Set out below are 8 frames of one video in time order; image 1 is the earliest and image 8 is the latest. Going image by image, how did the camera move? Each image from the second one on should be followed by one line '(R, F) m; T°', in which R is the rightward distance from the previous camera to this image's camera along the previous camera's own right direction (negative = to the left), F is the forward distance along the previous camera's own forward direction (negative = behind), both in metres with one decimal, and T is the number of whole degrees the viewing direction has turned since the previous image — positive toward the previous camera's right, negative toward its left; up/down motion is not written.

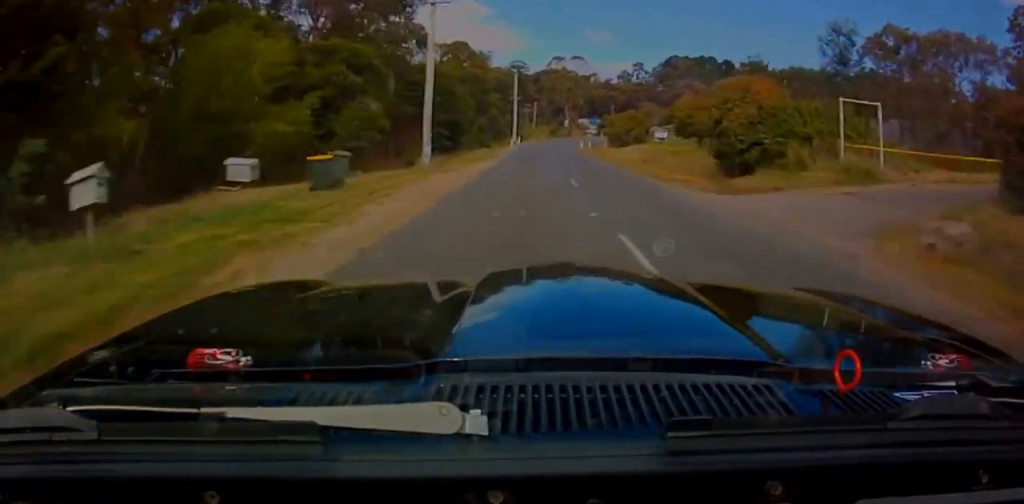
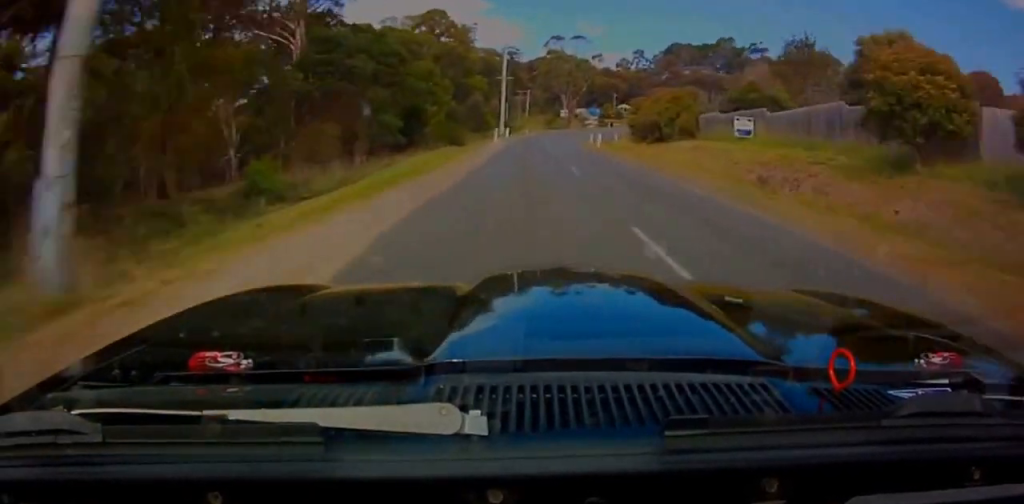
(-0.1, +22.0) m; 0°
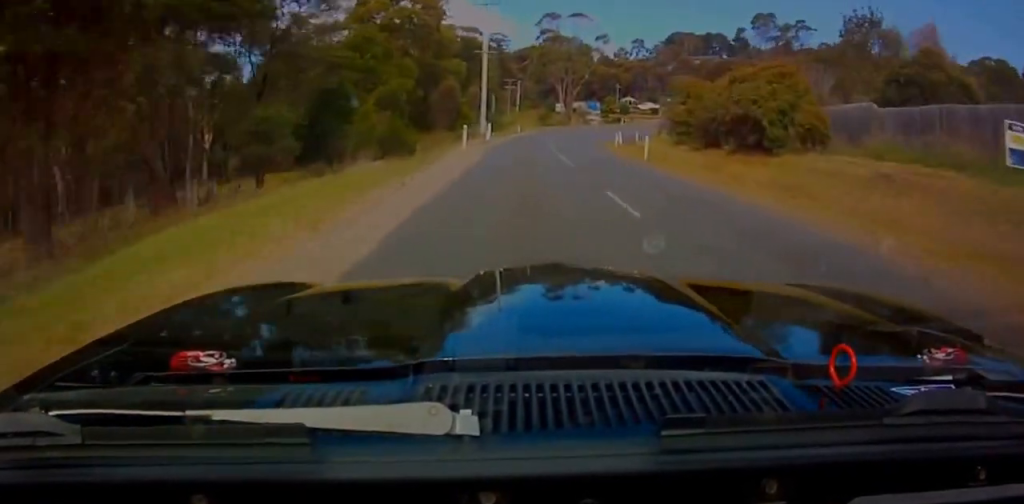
(0.0, +18.9) m; 0°
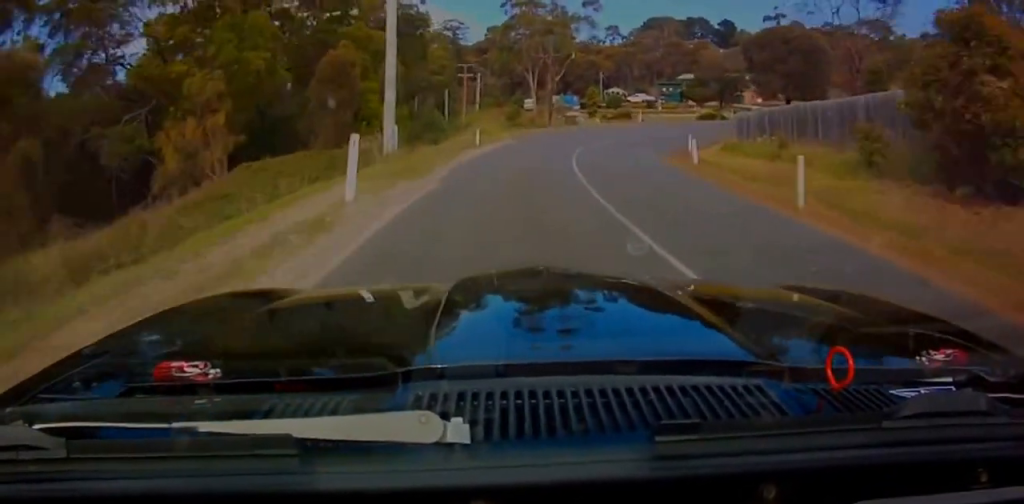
(0.0, +29.8) m; +6°
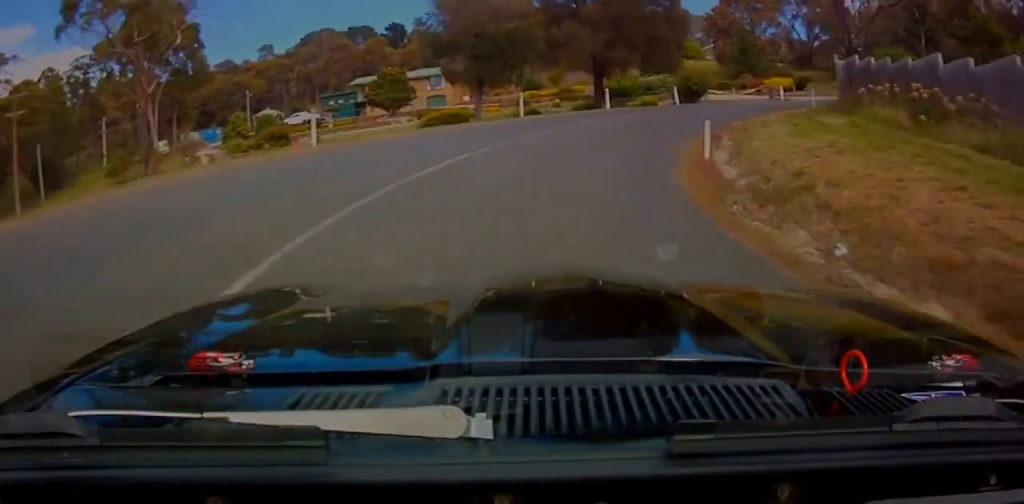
(+6.9, +37.6) m; +22°
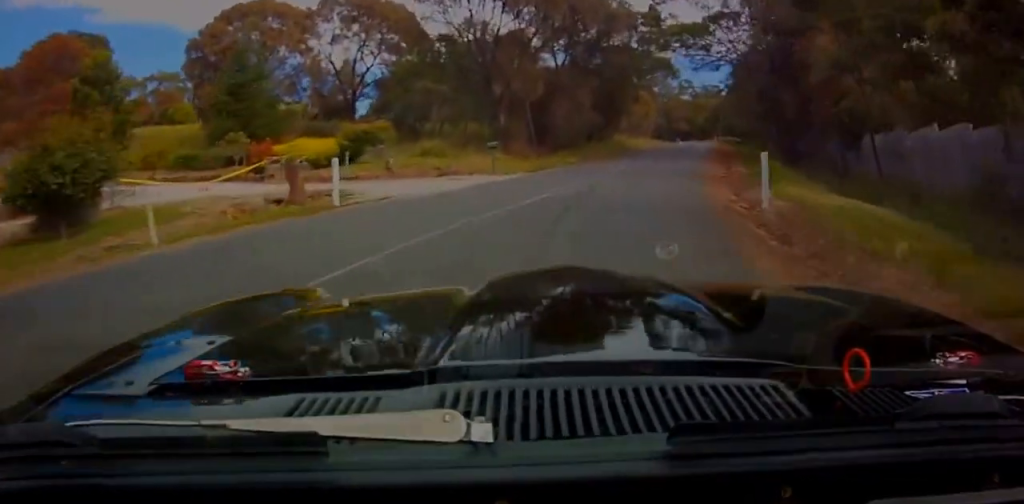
(+7.2, +31.4) m; +40°
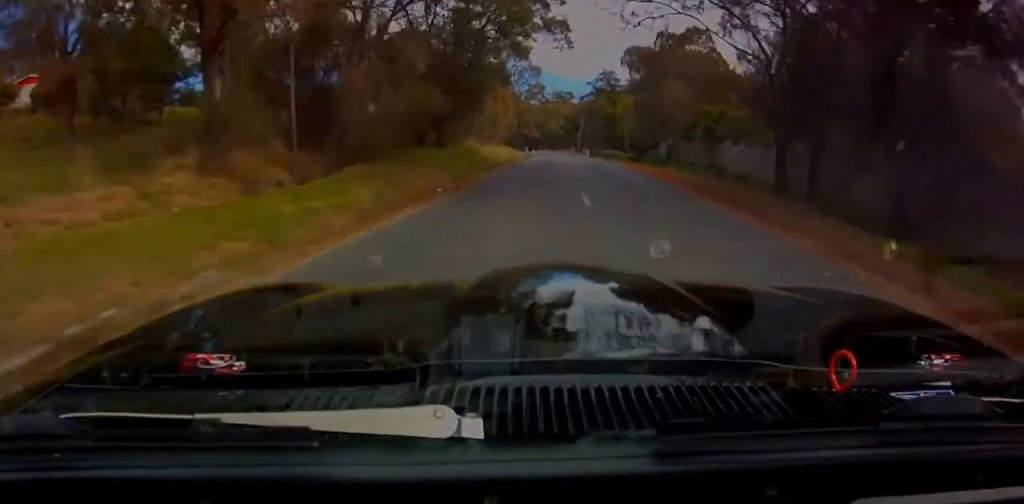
(+6.5, +20.6) m; +21°
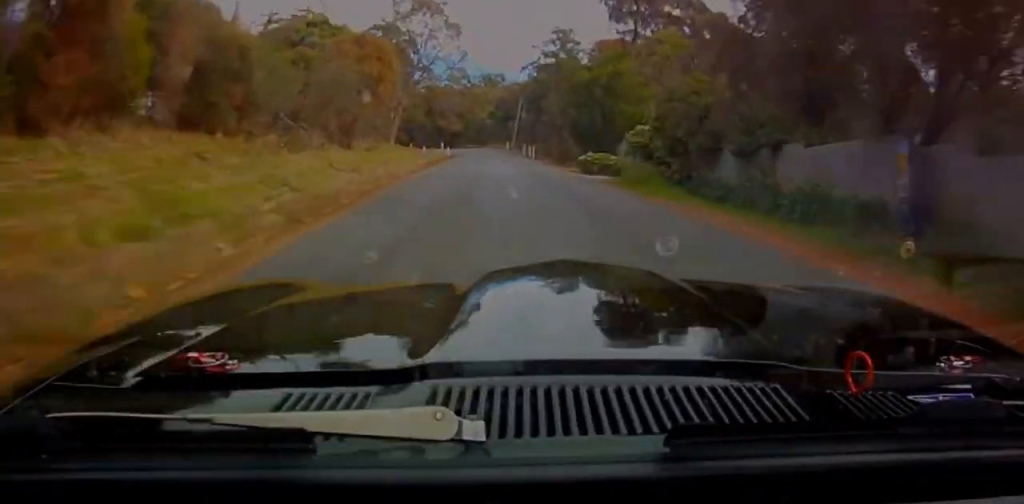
(+3.0, +32.9) m; +7°
